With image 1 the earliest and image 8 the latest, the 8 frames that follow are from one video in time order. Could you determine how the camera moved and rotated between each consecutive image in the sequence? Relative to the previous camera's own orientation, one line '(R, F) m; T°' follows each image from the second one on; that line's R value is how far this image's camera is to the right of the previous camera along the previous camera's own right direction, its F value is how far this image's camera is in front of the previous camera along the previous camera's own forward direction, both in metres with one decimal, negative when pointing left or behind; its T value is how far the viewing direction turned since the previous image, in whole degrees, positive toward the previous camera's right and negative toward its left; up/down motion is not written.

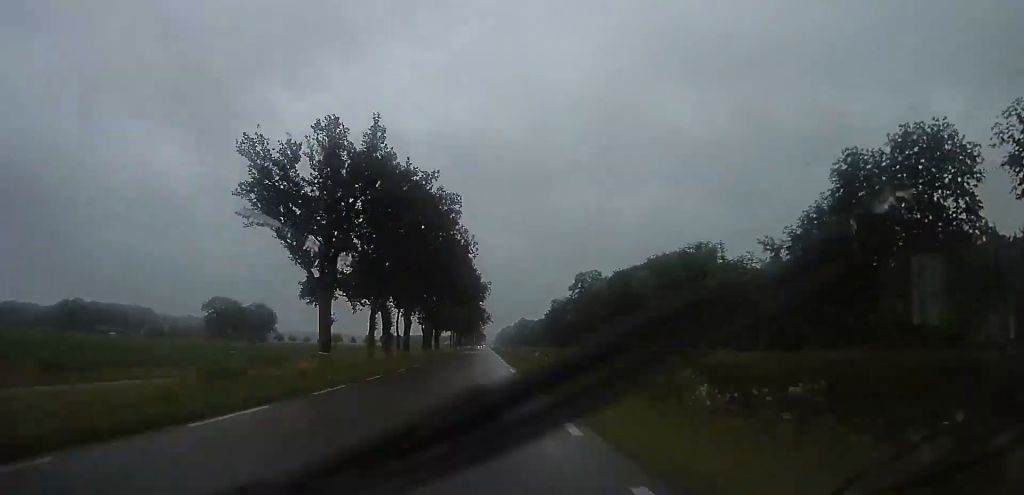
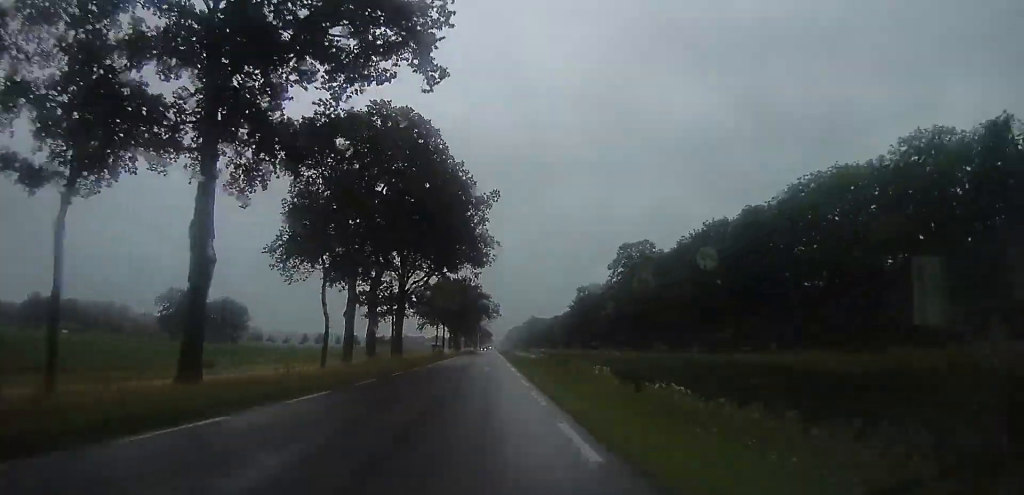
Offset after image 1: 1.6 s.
(+0.4, +44.2) m; -1°
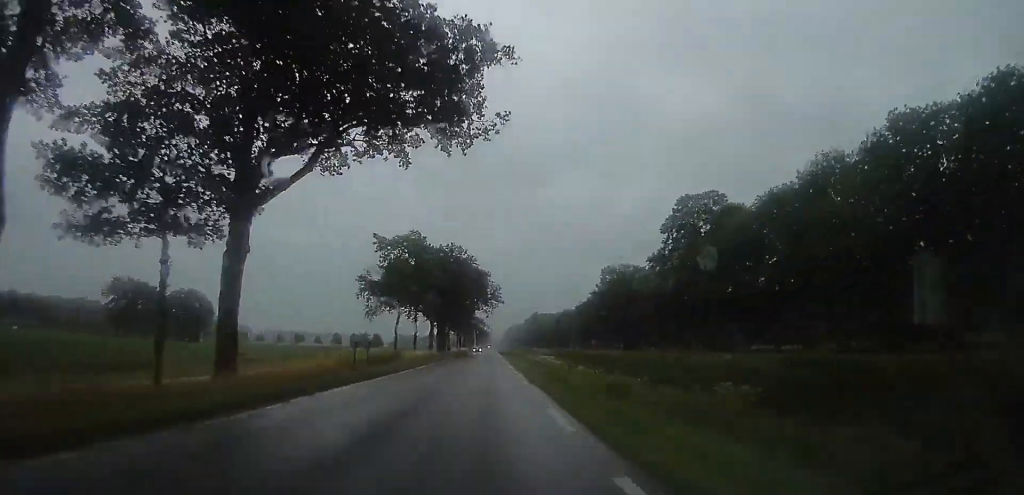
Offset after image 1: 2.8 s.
(+0.1, +34.0) m; +1°
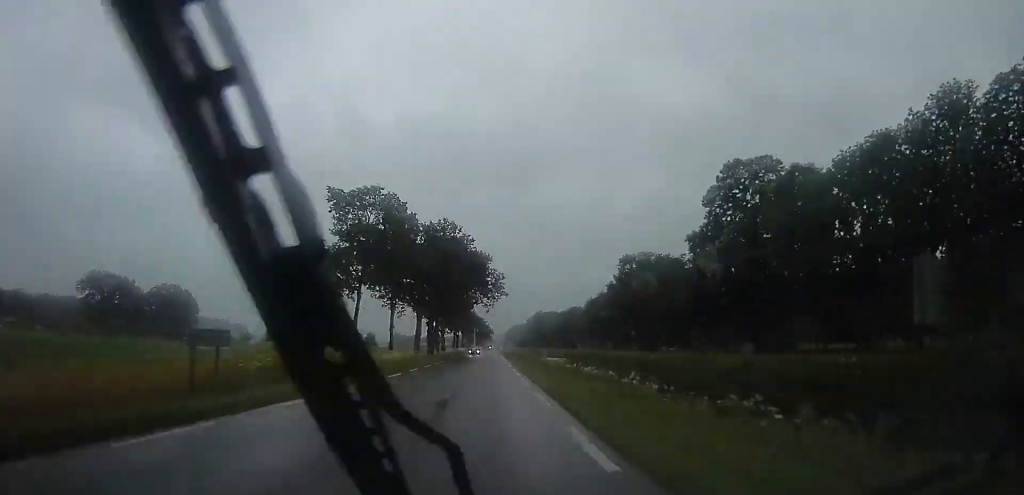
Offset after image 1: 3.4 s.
(+0.1, +14.7) m; 0°
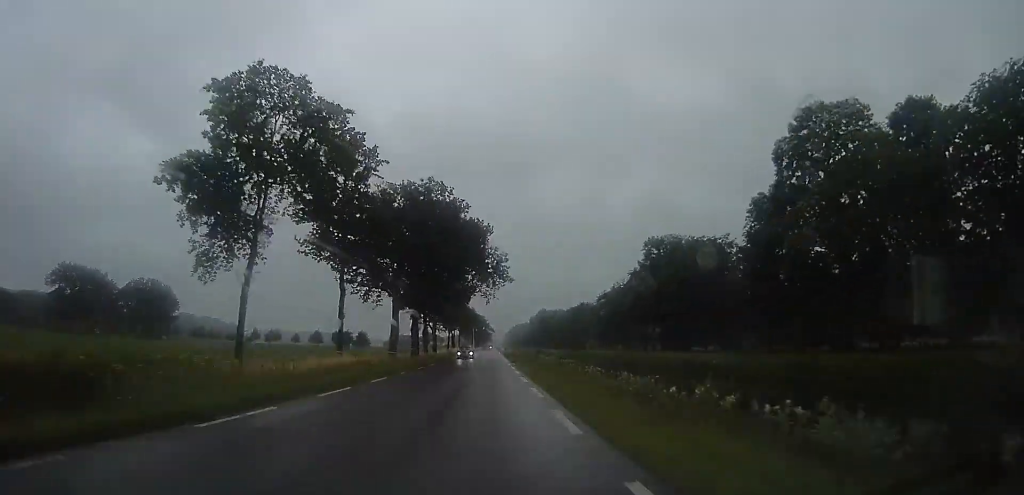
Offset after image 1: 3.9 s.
(0.0, +15.6) m; 0°
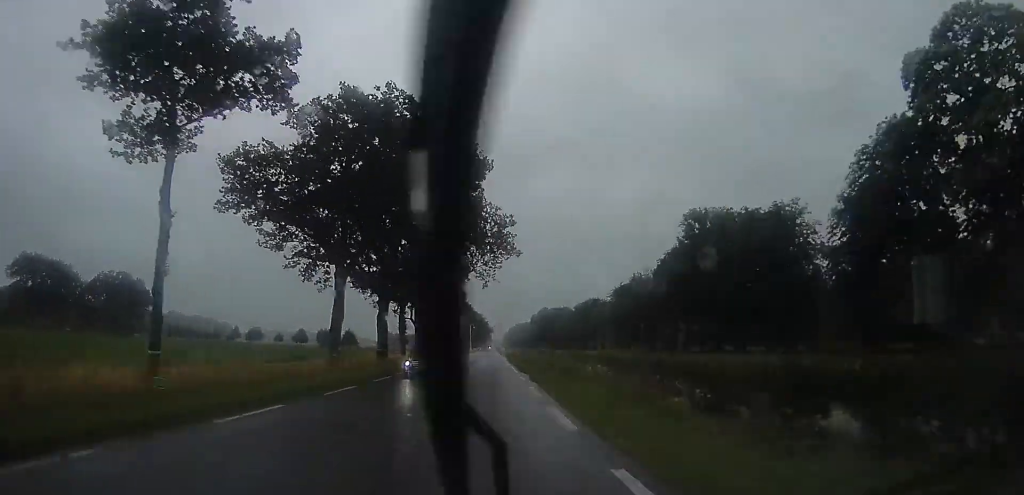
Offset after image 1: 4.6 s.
(0.0, +17.6) m; 0°
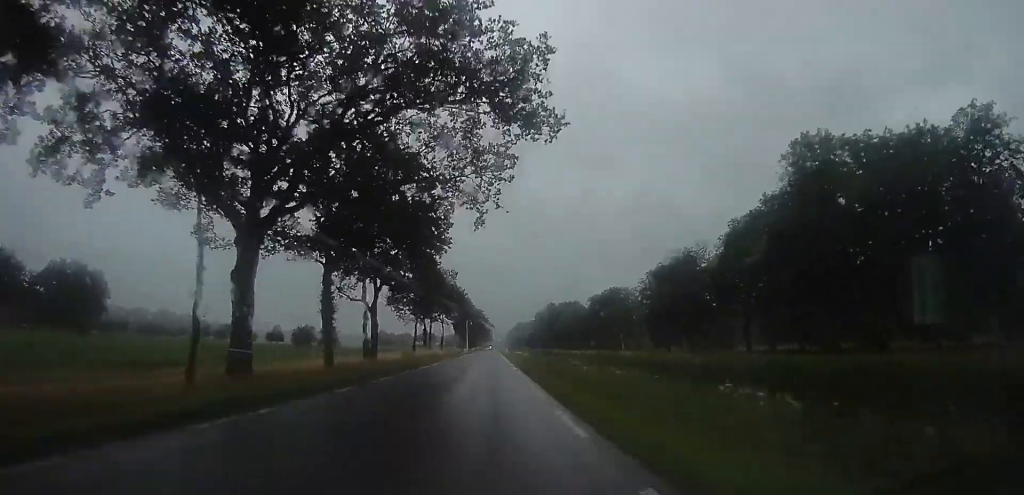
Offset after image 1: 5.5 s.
(0.0, +25.0) m; -1°
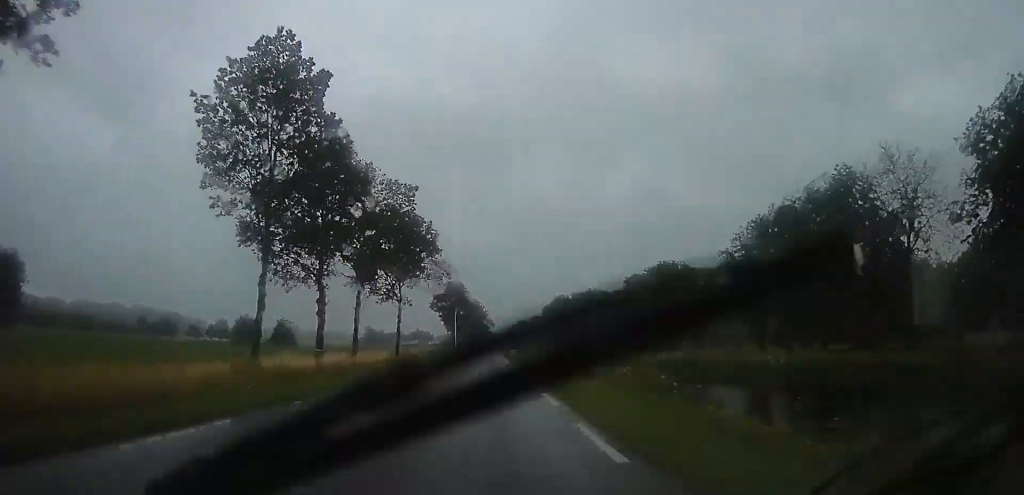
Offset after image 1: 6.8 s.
(-0.5, +38.2) m; -1°
